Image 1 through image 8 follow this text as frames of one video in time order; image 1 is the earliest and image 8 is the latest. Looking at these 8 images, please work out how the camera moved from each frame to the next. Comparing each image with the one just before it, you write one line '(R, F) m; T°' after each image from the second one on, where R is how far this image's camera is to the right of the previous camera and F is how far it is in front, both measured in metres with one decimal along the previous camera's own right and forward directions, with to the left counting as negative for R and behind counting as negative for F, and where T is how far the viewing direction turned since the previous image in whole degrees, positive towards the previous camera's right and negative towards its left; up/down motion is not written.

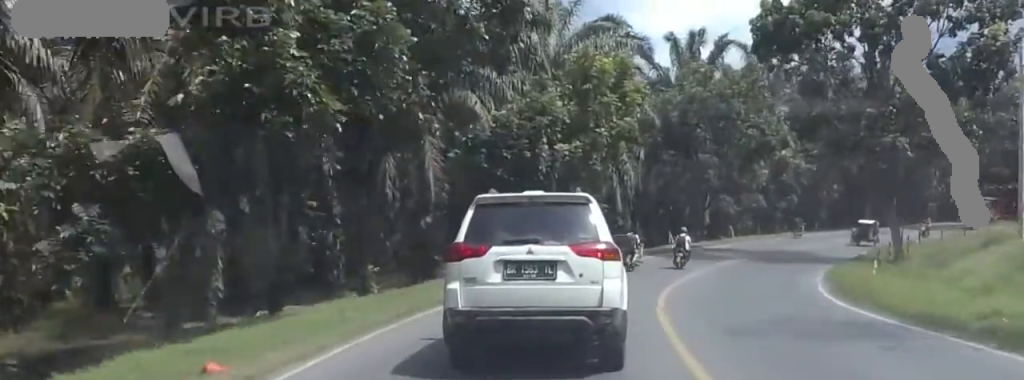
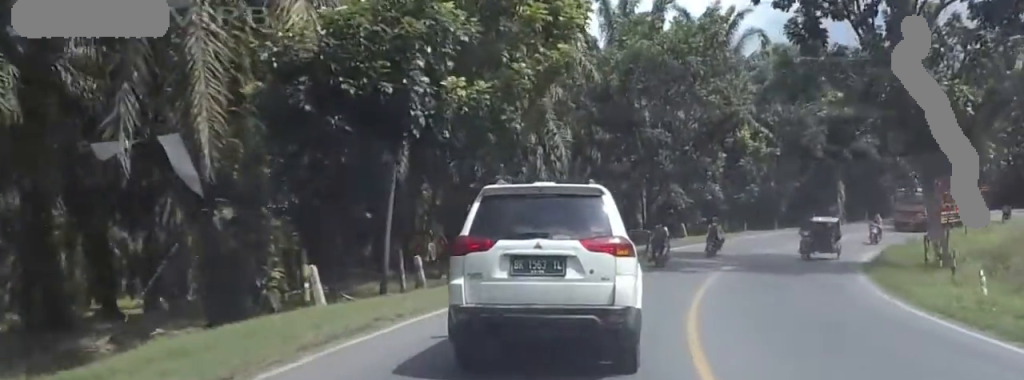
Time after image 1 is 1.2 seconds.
(0.0, +18.4) m; +1°
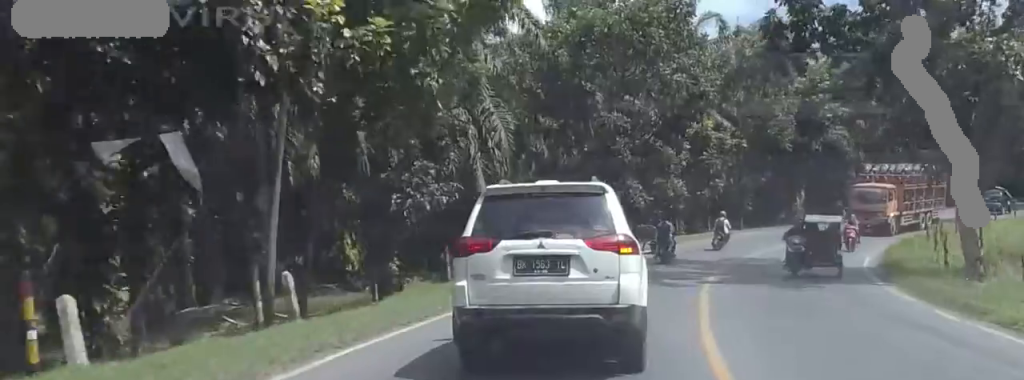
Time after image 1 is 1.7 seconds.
(-0.1, +8.9) m; +1°
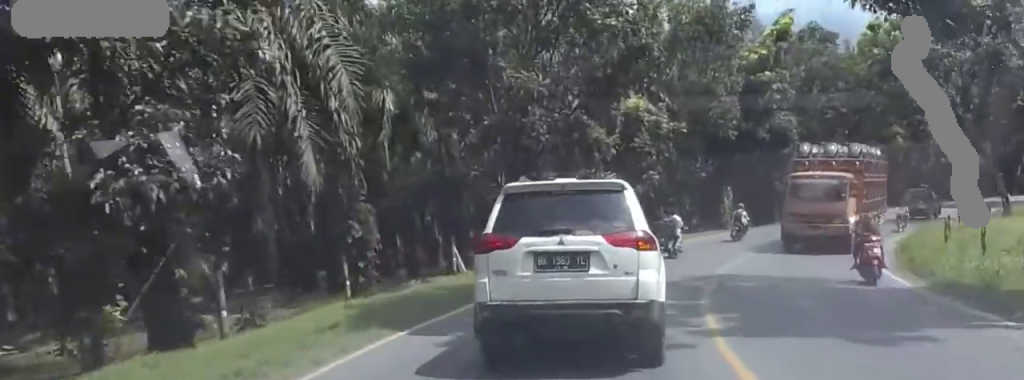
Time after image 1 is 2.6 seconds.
(+0.3, +14.8) m; +1°
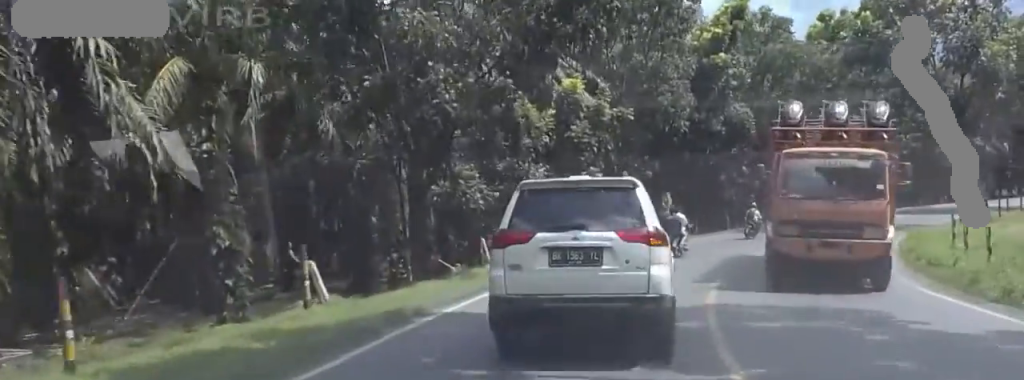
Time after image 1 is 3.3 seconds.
(0.0, +10.9) m; 0°
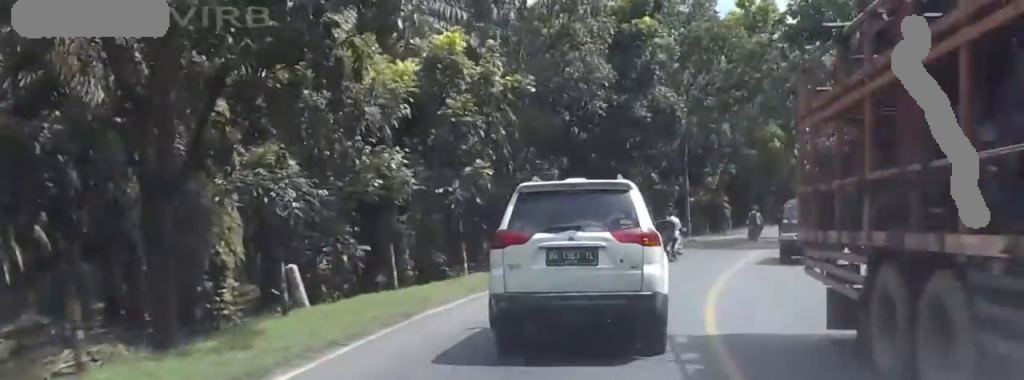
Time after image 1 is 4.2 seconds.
(0.0, +14.1) m; 0°
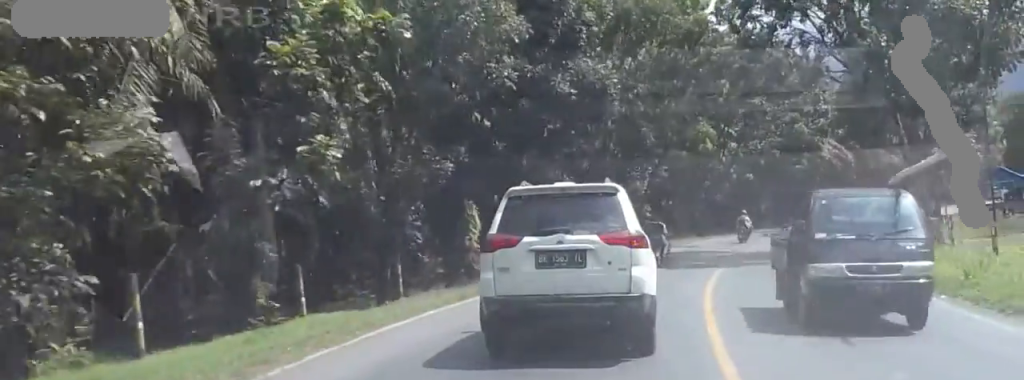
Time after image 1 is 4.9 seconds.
(0.0, +11.4) m; 0°
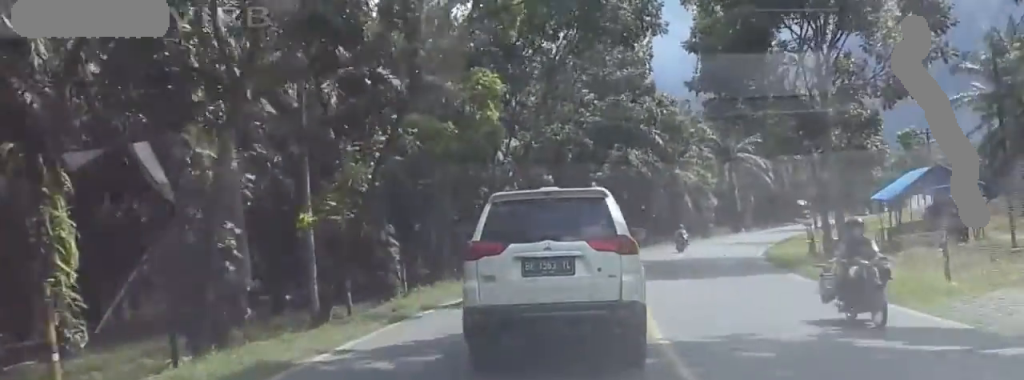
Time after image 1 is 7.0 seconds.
(+0.3, +33.7) m; +3°
